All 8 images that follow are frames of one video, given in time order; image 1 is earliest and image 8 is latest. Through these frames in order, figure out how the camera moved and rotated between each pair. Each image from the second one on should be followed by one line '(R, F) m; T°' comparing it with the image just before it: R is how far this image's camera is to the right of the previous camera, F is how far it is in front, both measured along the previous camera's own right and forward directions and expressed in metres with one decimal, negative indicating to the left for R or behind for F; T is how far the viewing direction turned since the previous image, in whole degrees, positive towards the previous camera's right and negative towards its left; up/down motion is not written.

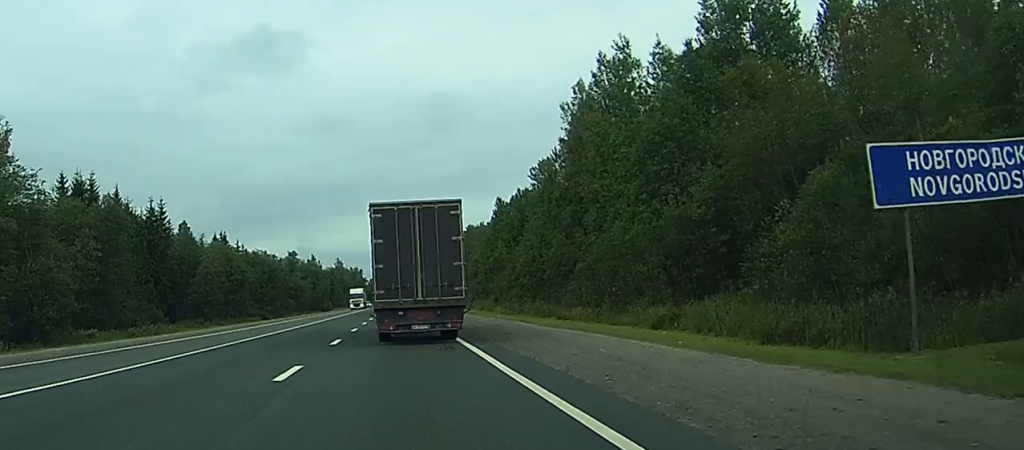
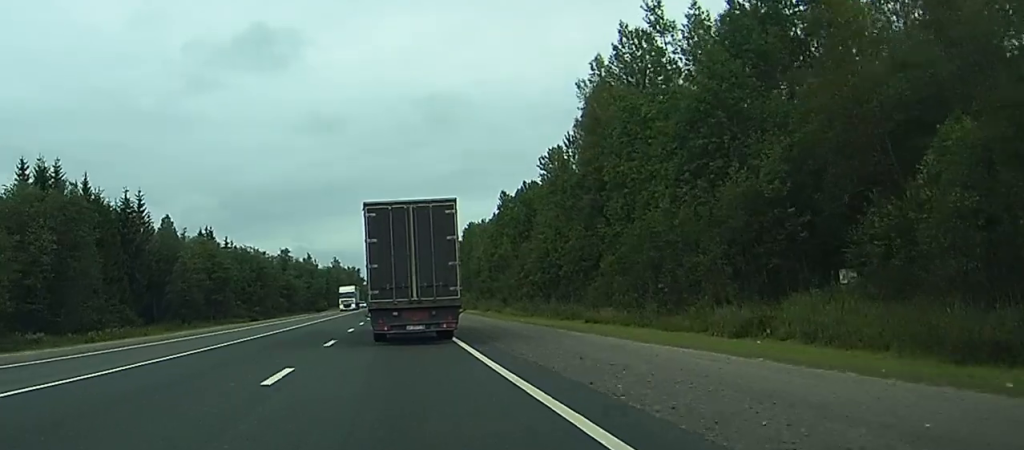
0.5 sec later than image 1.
(+0.1, +12.6) m; 0°
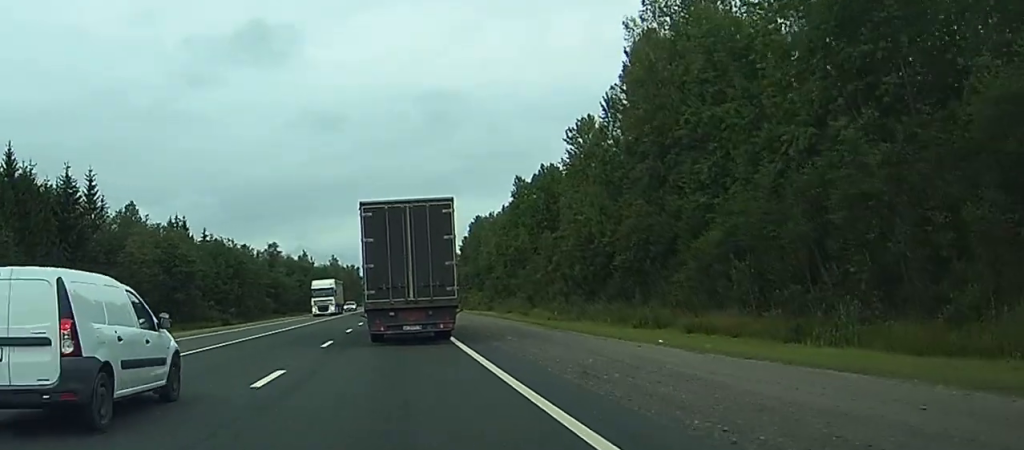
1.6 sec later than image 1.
(+0.1, +24.3) m; -1°
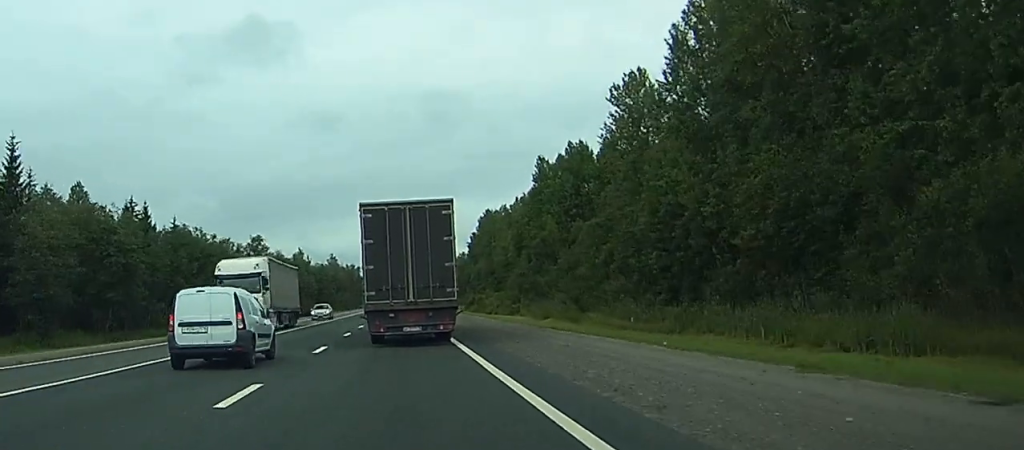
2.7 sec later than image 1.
(-0.6, +26.6) m; 0°
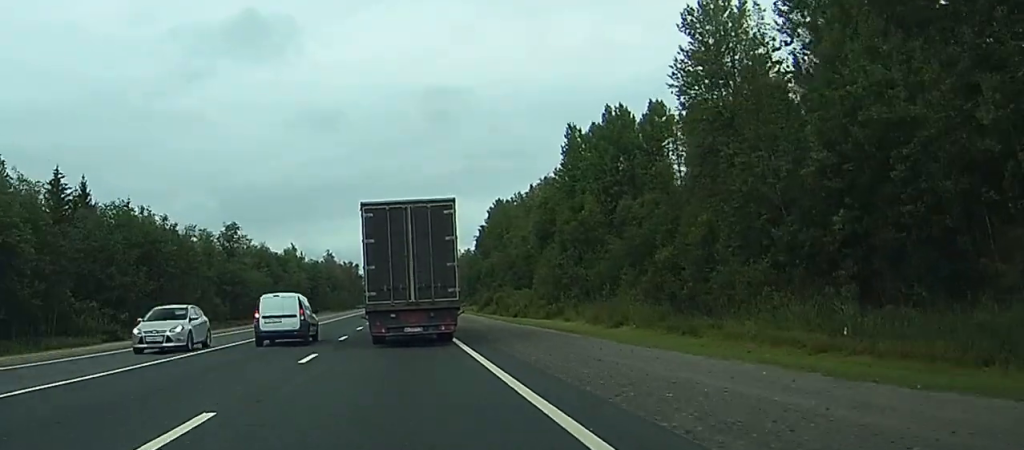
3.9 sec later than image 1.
(+0.3, +27.5) m; +1°
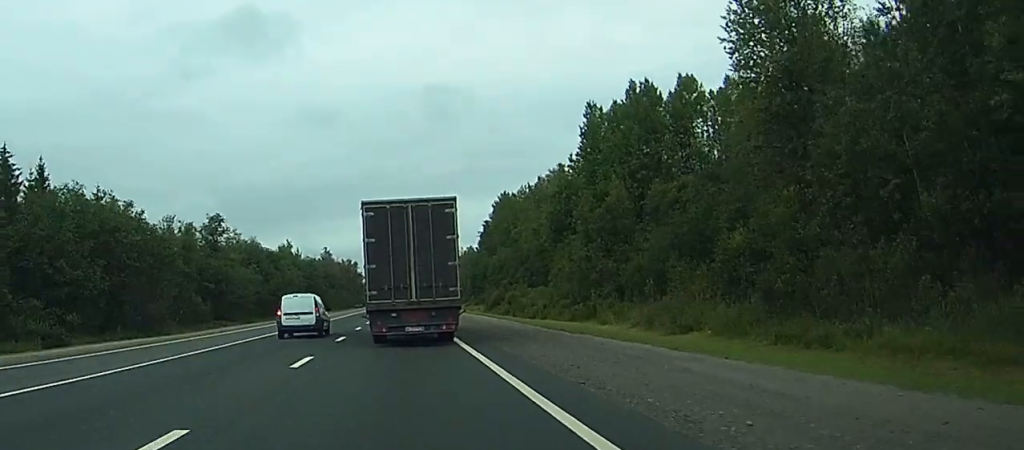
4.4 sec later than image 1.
(0.0, +13.4) m; 0°
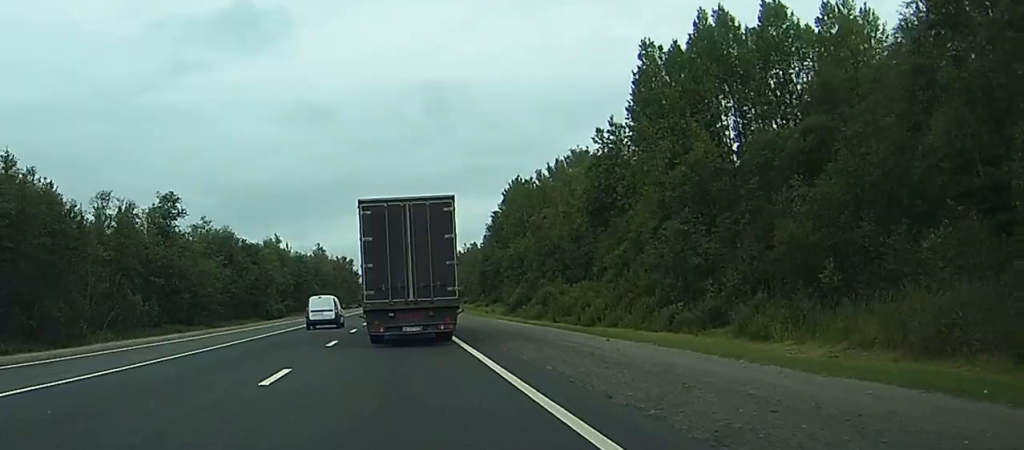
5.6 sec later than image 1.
(0.0, +27.8) m; 0°
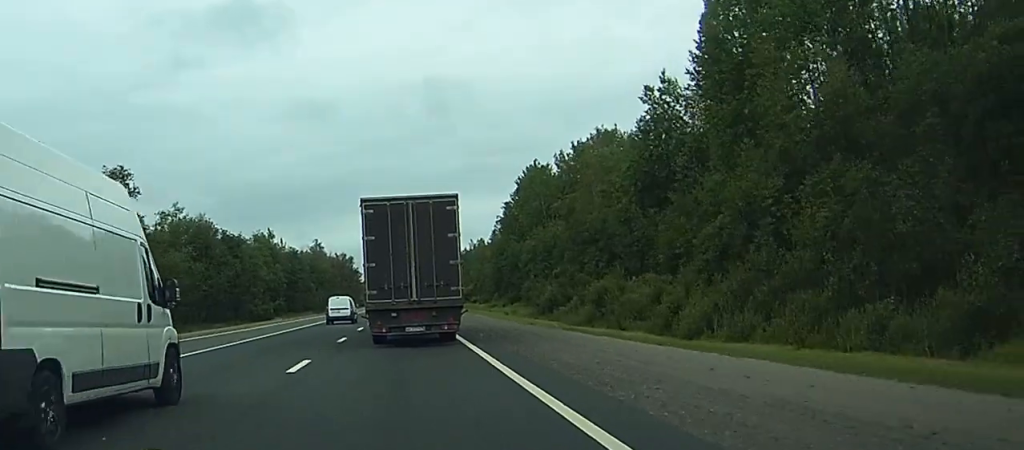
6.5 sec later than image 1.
(-0.1, +21.6) m; 0°
